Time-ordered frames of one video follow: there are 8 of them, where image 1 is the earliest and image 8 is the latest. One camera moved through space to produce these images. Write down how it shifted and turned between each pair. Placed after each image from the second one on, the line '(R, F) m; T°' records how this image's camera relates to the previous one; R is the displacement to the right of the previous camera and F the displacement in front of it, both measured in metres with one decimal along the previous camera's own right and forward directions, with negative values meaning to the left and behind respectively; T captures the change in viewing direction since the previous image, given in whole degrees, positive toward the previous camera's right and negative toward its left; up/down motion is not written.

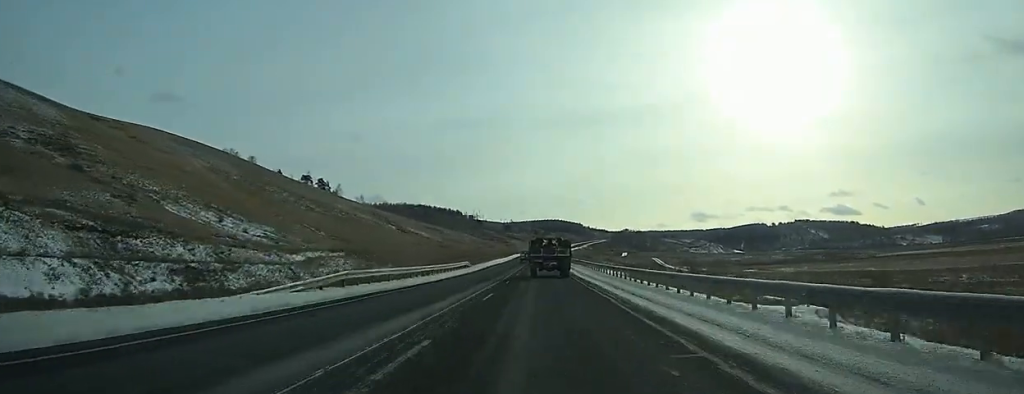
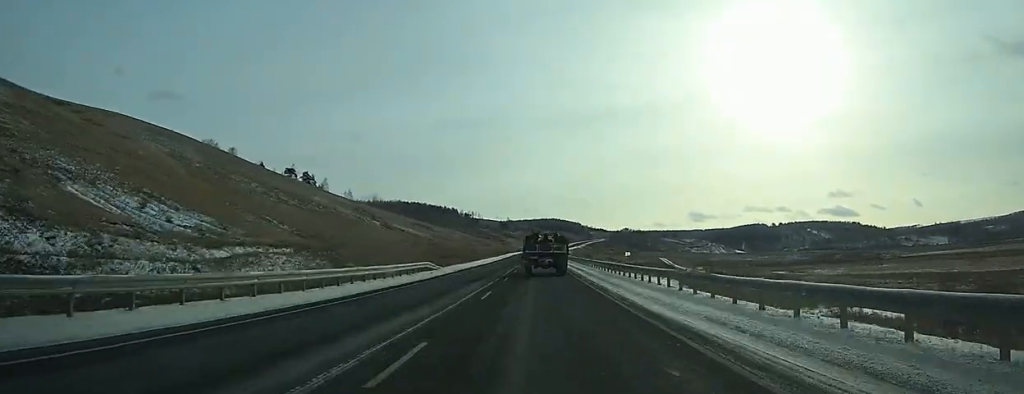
(-0.1, +23.1) m; 0°
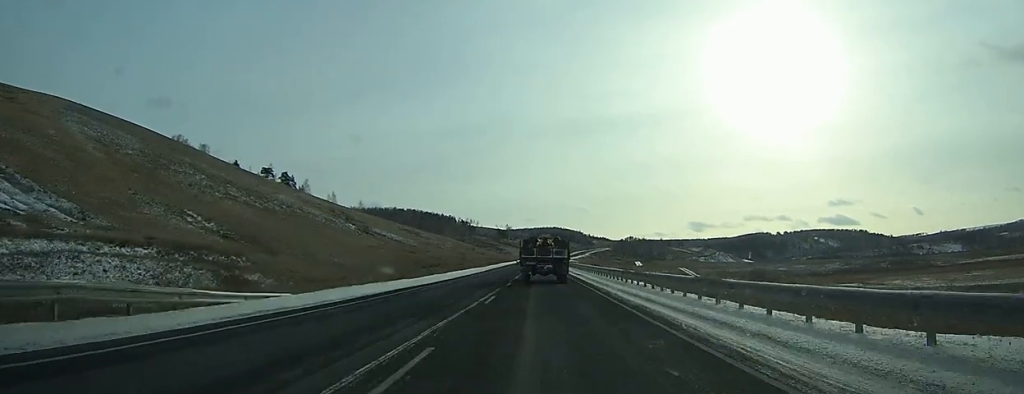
(+0.2, +32.4) m; +1°
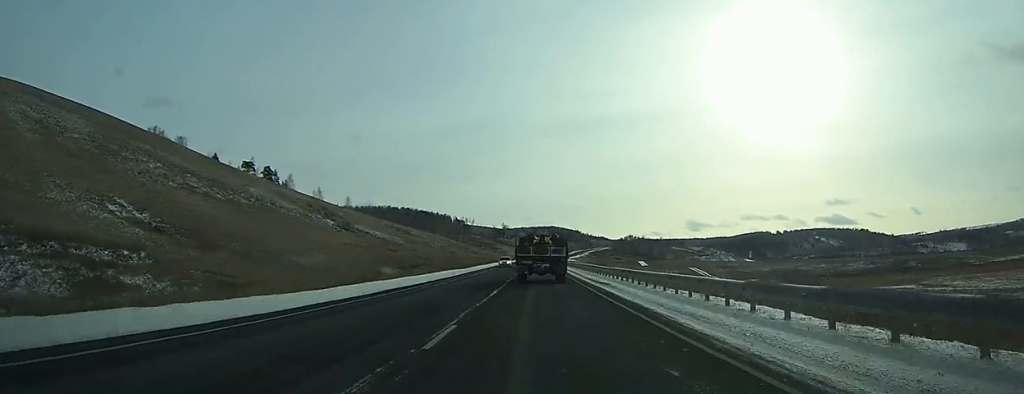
(+0.1, +20.3) m; 0°
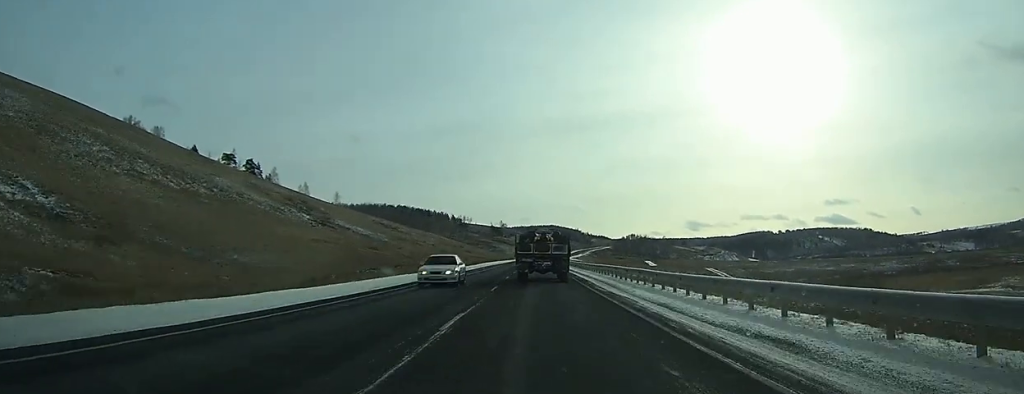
(0.0, +22.0) m; 0°
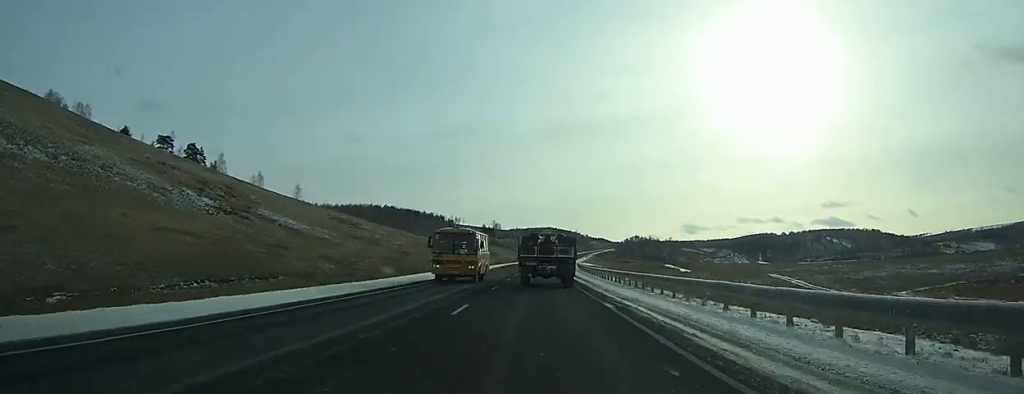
(-0.1, +62.4) m; 0°
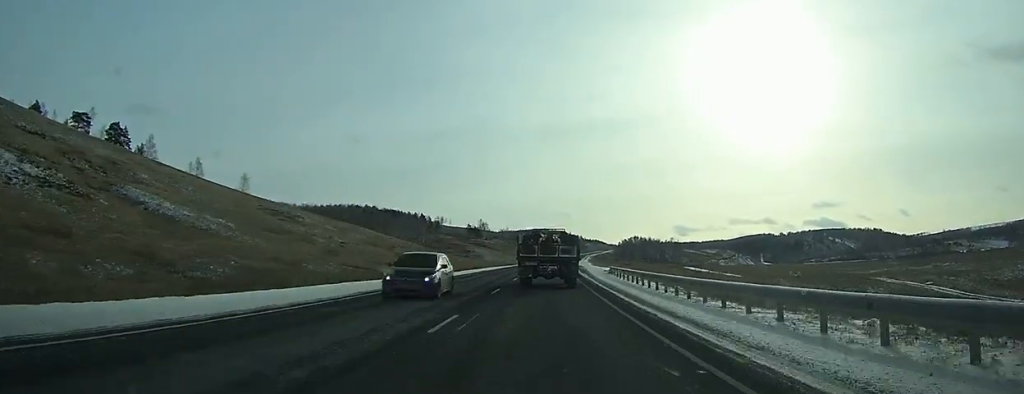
(+0.1, +53.5) m; +1°
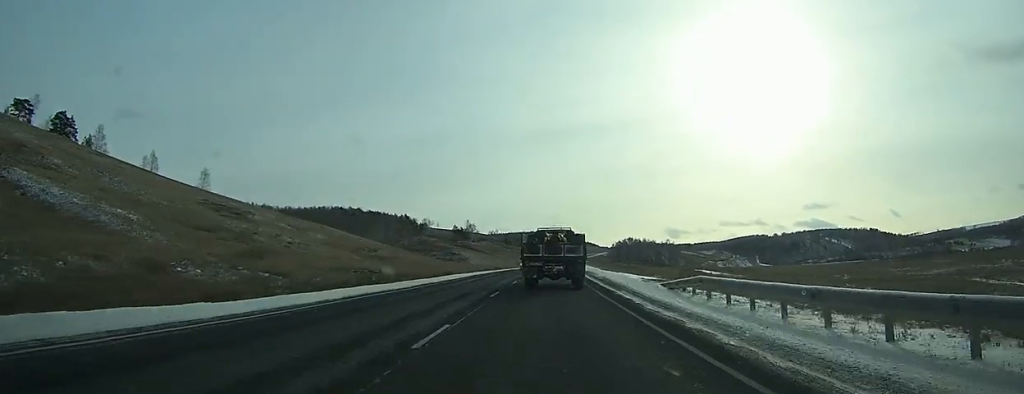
(+0.2, +26.0) m; +1°
